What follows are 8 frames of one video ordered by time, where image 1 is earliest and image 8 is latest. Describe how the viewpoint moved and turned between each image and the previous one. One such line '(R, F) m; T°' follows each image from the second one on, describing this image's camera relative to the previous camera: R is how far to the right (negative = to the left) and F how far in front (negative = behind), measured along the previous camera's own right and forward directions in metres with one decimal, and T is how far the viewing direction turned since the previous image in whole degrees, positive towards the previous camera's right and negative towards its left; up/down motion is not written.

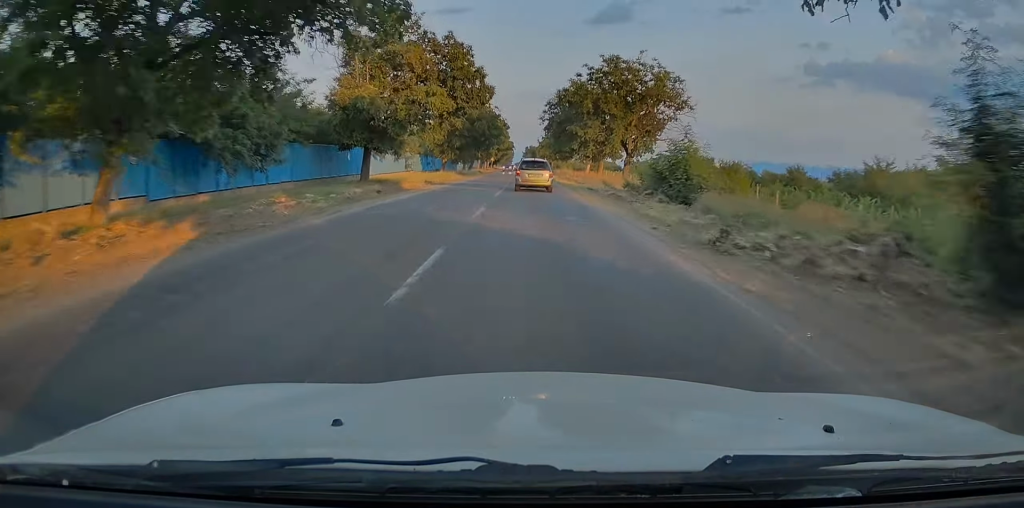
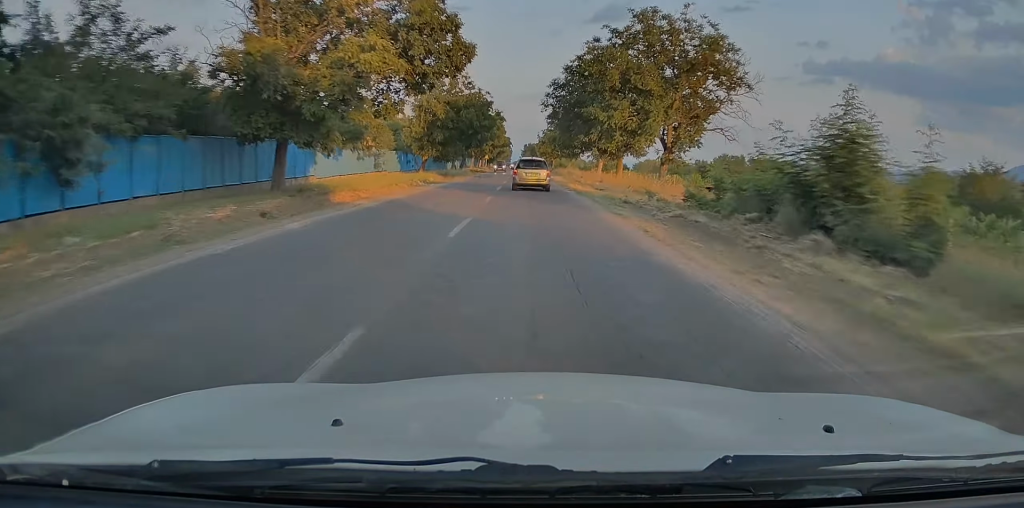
(+0.1, +13.7) m; 0°
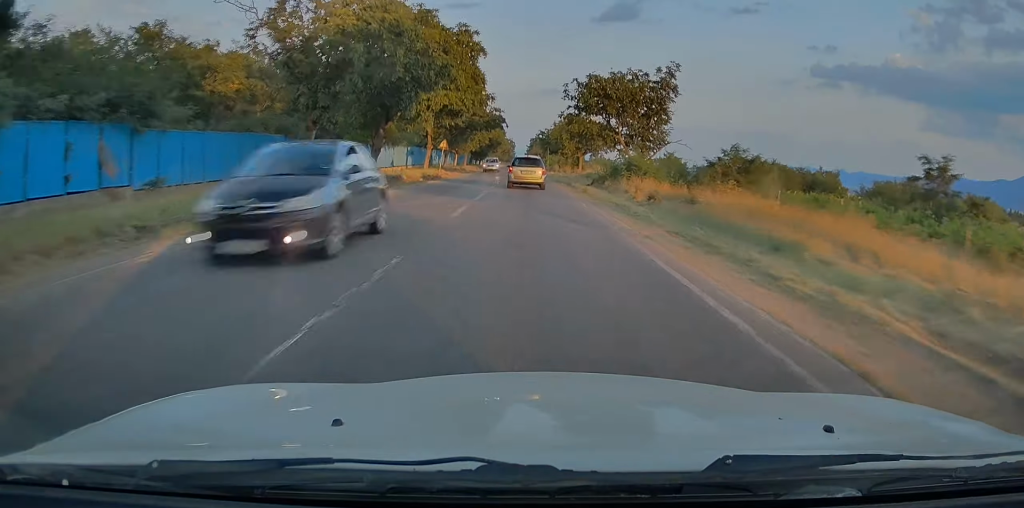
(-0.1, +61.3) m; +1°
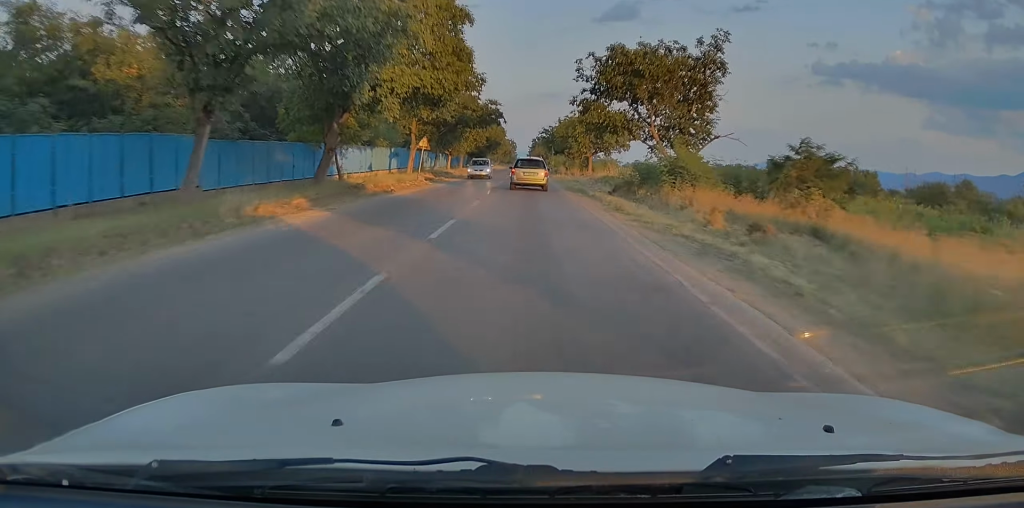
(+0.1, +9.9) m; 0°
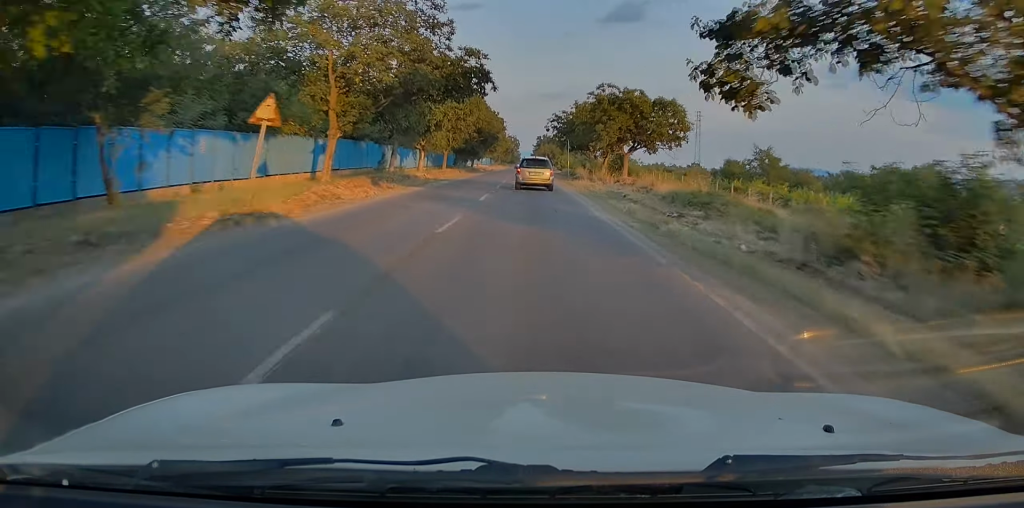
(0.0, +23.5) m; -1°
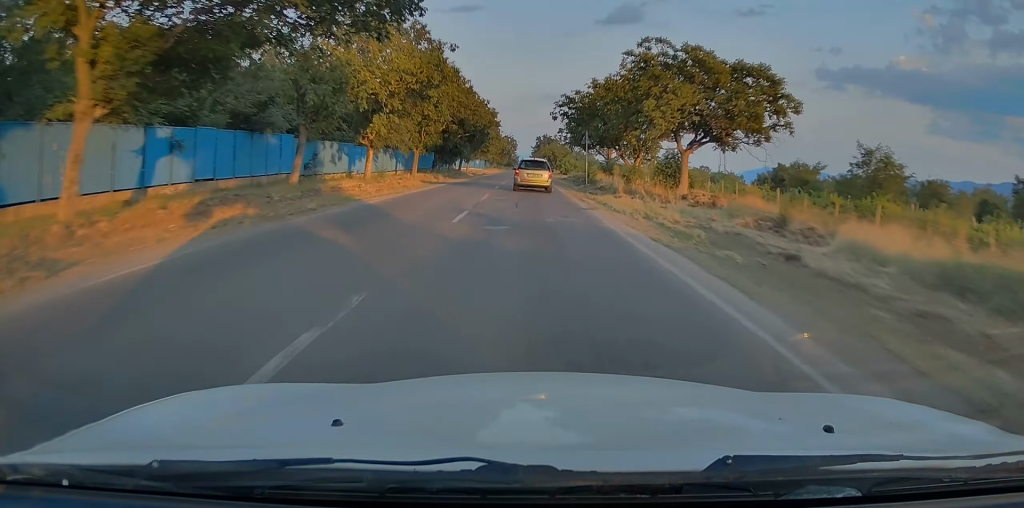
(-0.2, +18.5) m; 0°
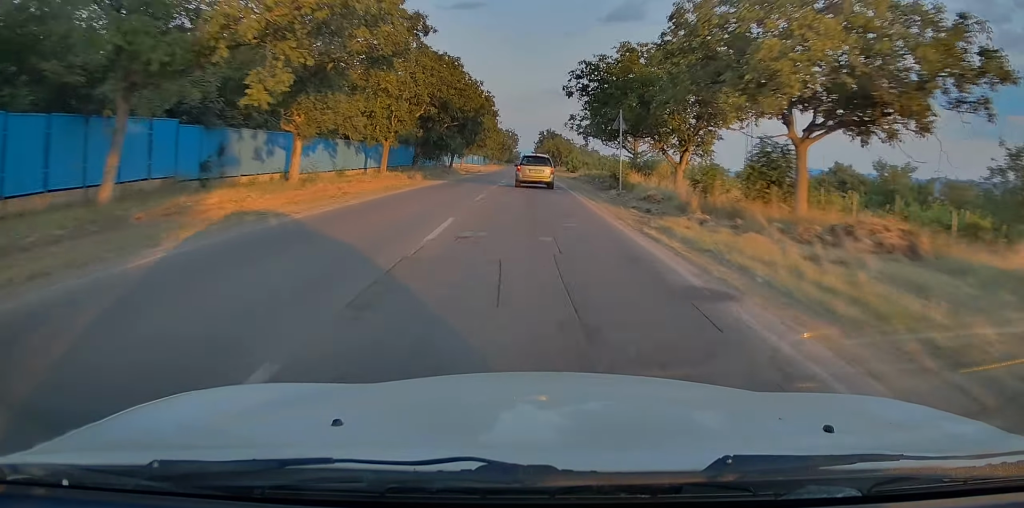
(0.0, +12.8) m; 0°
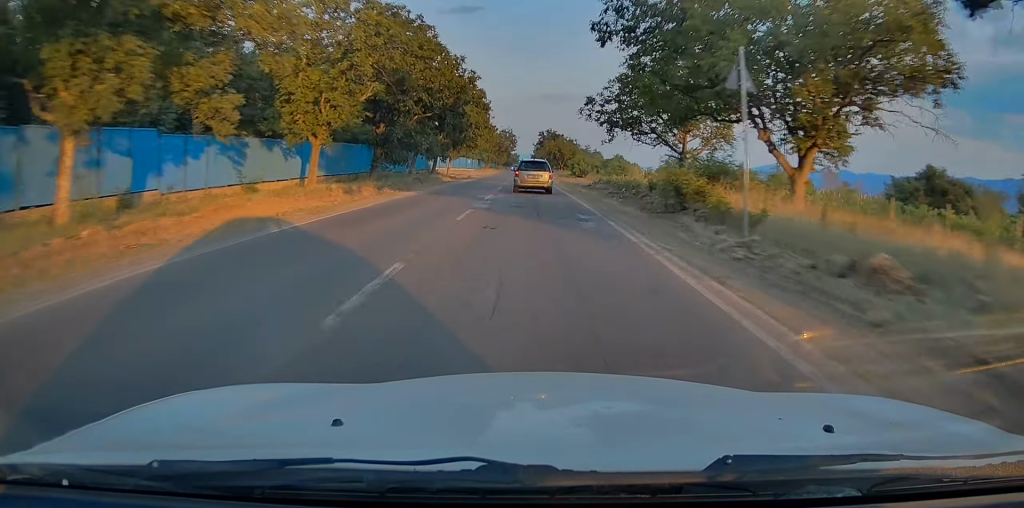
(0.0, +14.1) m; 0°
